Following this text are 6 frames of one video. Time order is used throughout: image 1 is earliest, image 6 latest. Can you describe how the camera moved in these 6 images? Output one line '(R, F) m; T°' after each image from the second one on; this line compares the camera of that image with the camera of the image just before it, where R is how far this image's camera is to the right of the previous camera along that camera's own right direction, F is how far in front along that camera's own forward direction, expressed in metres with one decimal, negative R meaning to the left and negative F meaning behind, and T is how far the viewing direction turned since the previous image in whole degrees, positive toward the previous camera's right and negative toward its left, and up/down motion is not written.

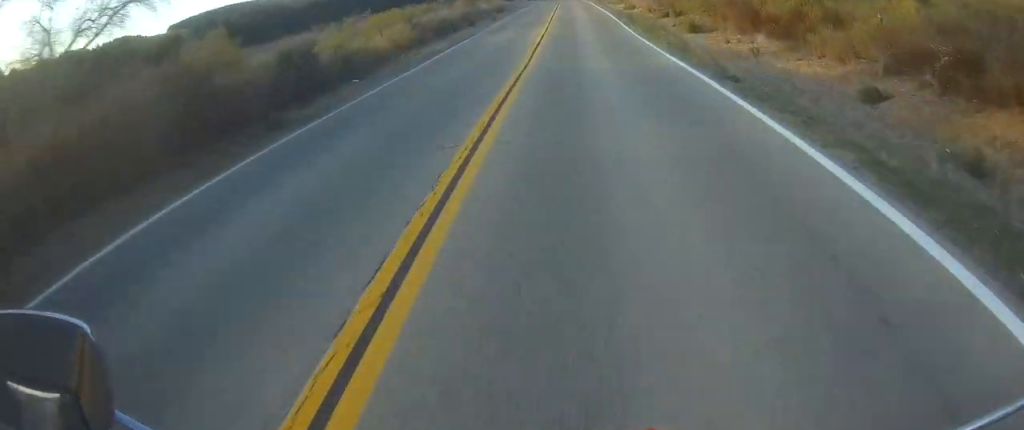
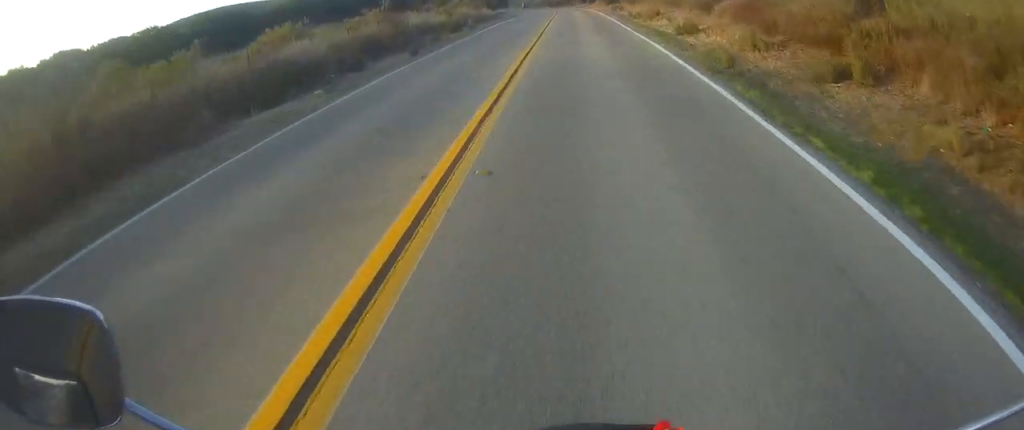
(0.0, +22.7) m; -1°
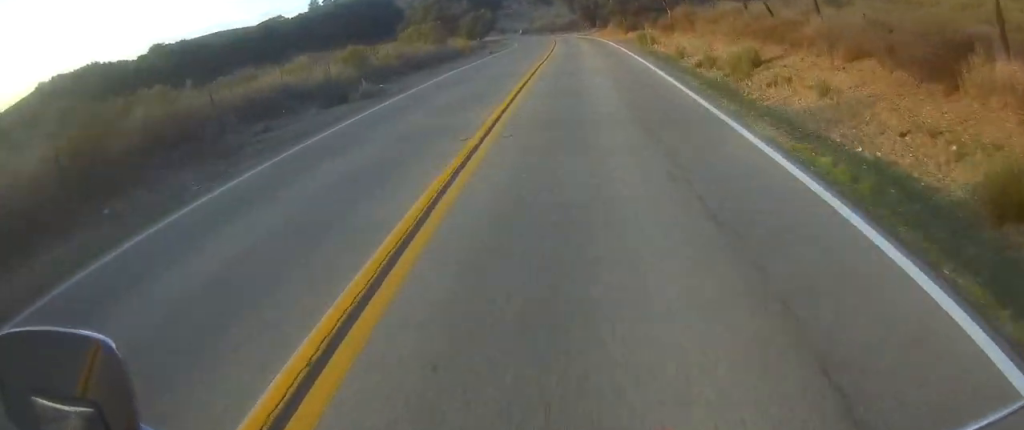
(-0.2, +19.6) m; -2°
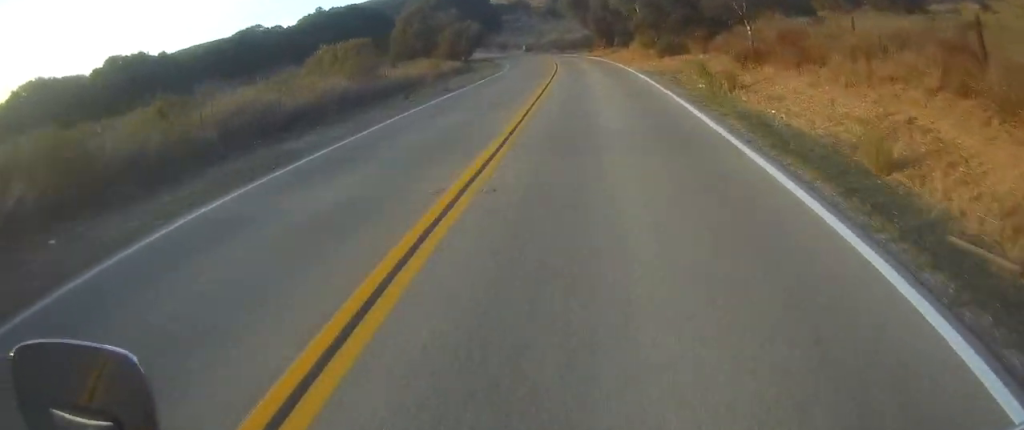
(-0.3, +17.8) m; -1°
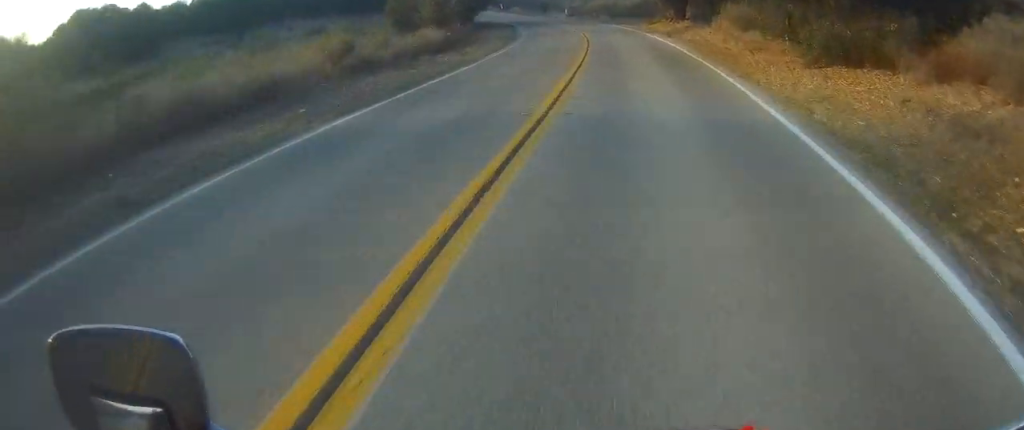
(0.0, +20.7) m; 0°
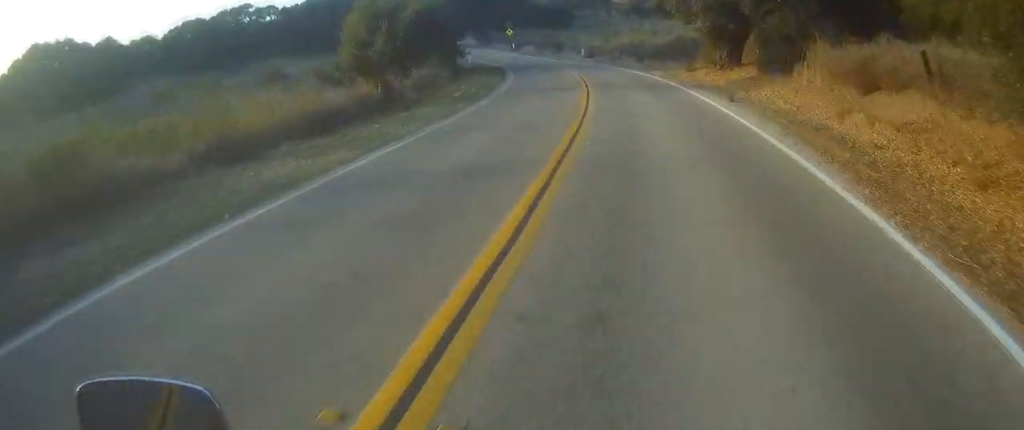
(0.0, +13.1) m; 0°
